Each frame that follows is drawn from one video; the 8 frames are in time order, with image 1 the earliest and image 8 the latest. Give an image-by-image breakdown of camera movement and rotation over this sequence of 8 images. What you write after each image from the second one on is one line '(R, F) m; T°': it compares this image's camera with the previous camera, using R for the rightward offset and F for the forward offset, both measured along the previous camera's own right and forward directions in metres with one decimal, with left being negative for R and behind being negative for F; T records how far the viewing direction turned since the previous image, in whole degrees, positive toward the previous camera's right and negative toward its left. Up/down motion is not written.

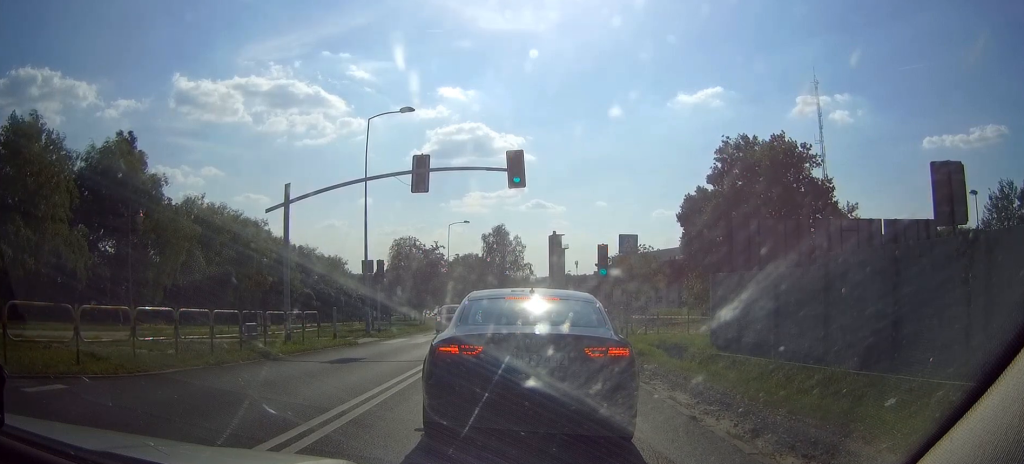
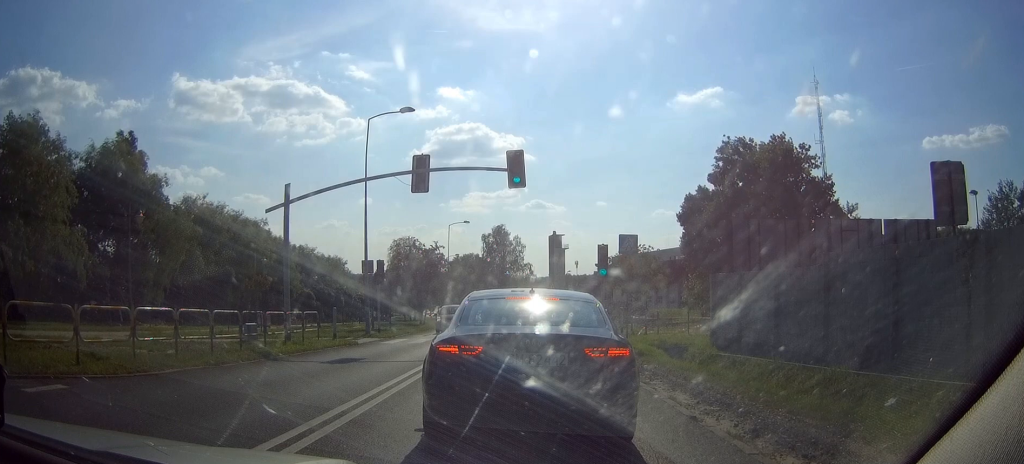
(0.0, 0.0) m; 0°
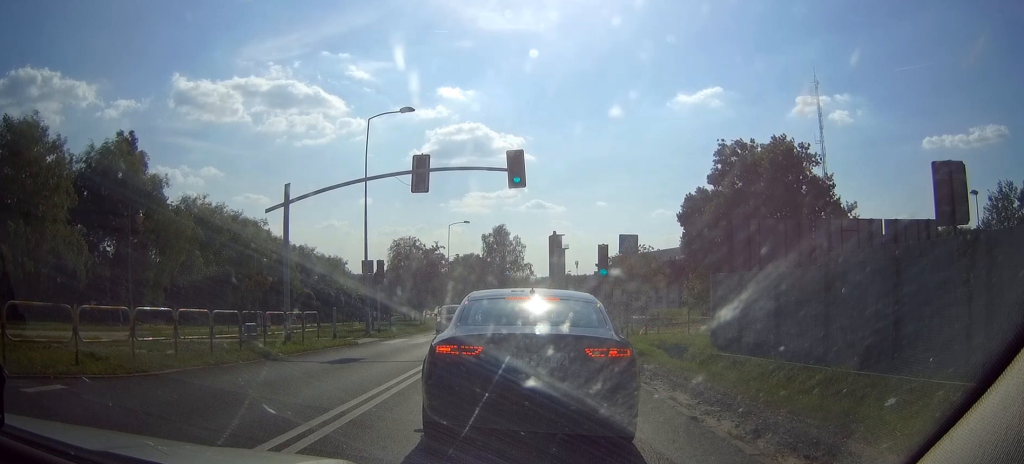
(0.0, 0.0) m; 0°
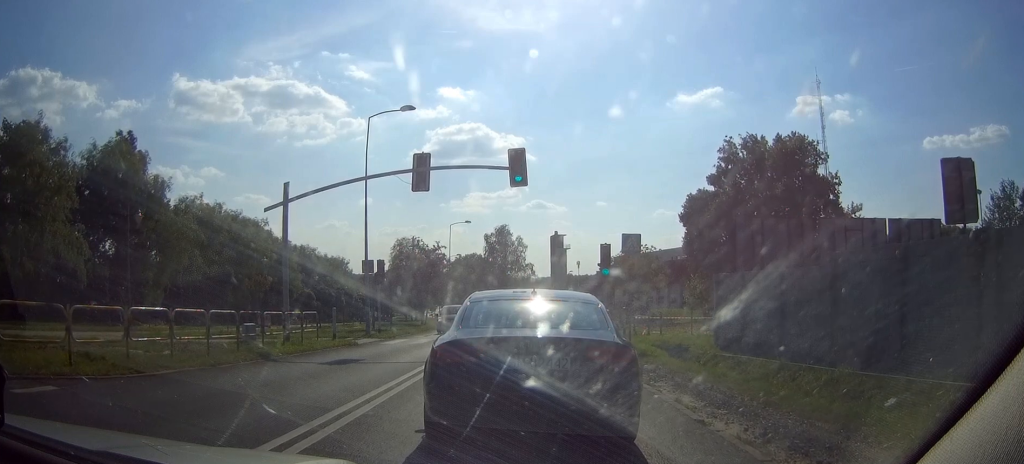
(0.0, +0.1) m; 0°
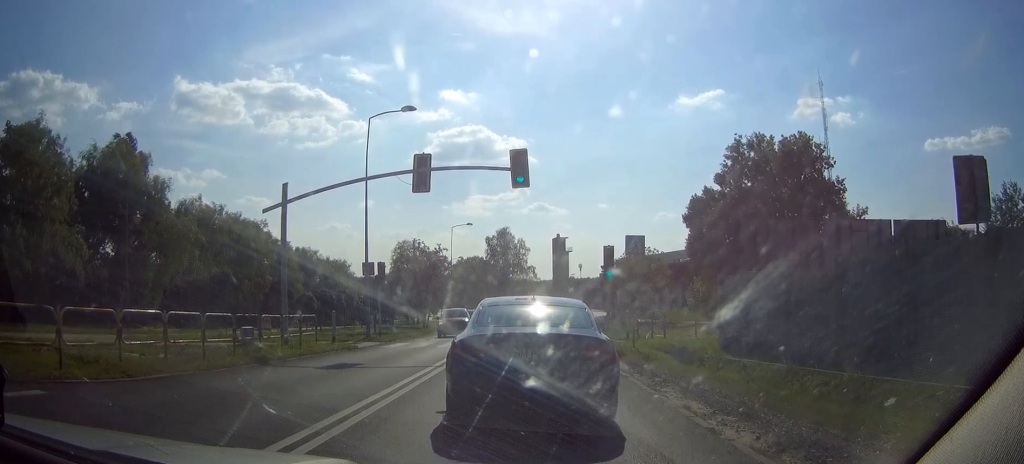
(0.0, +0.4) m; 0°
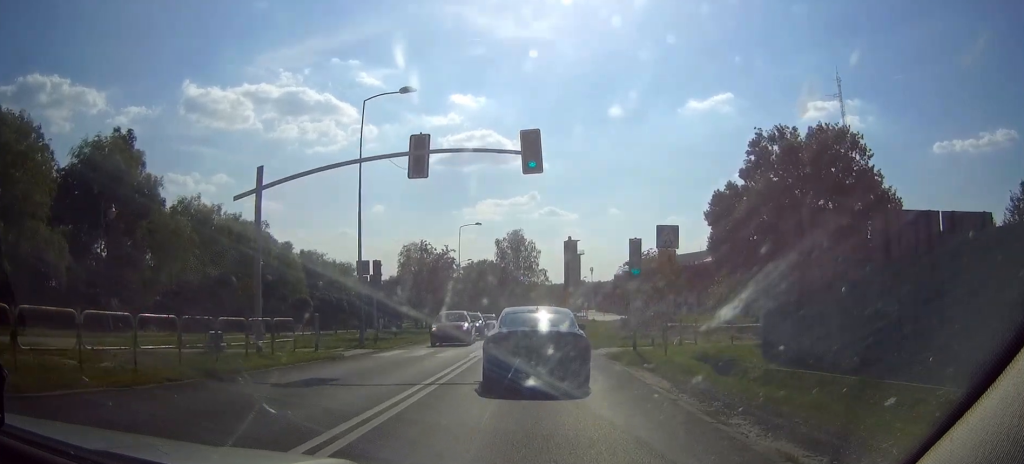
(0.0, +3.5) m; +1°
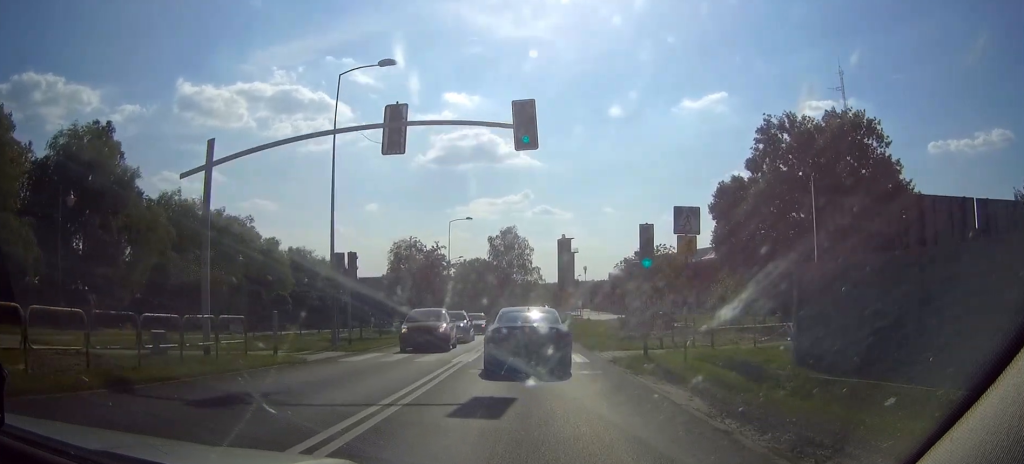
(0.0, +2.5) m; +1°
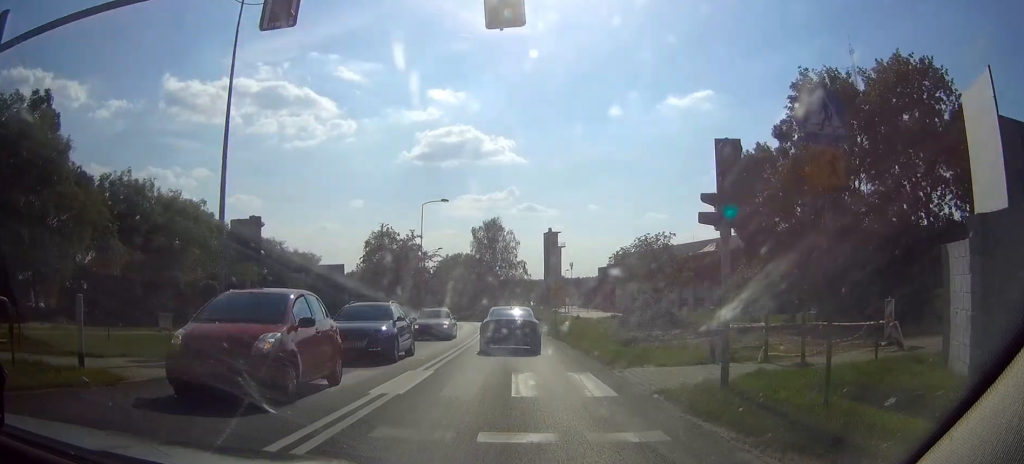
(+0.2, +7.9) m; +2°
